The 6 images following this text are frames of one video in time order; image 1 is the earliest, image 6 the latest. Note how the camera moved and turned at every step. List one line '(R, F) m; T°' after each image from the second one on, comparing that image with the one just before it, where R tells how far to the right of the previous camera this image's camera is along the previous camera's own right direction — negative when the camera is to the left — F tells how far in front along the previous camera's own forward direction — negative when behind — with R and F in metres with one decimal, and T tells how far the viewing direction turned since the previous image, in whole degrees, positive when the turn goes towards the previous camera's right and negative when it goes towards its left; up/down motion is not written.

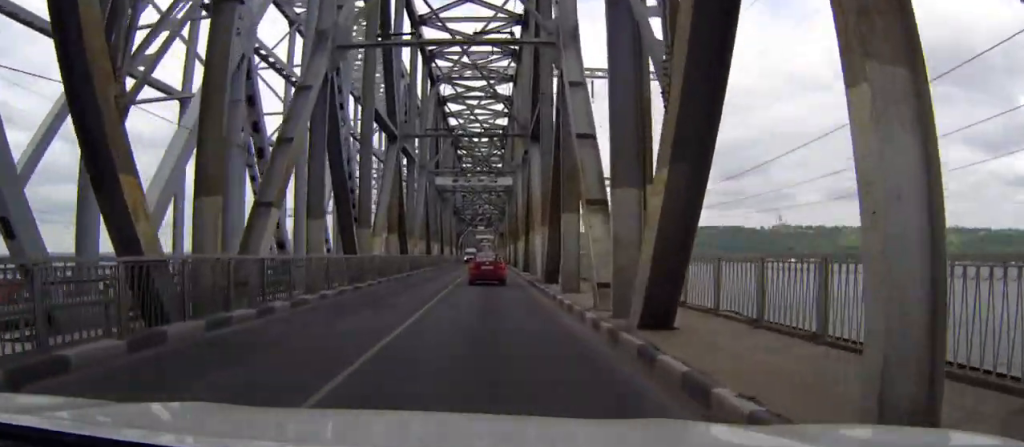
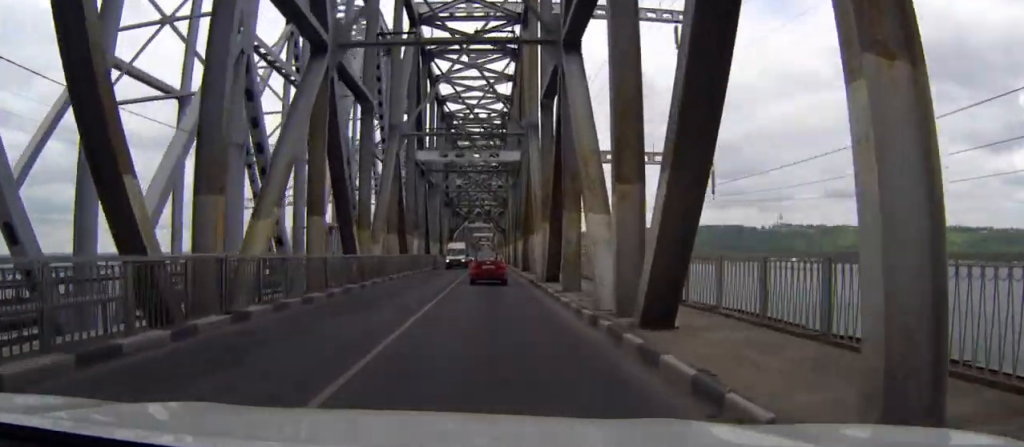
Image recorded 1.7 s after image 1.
(+0.2, +19.6) m; +1°
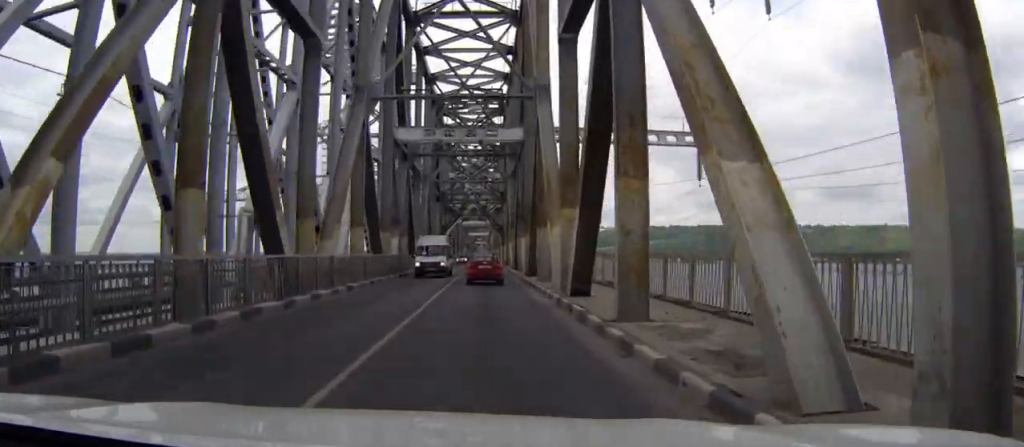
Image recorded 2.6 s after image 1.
(-0.1, +10.6) m; 0°
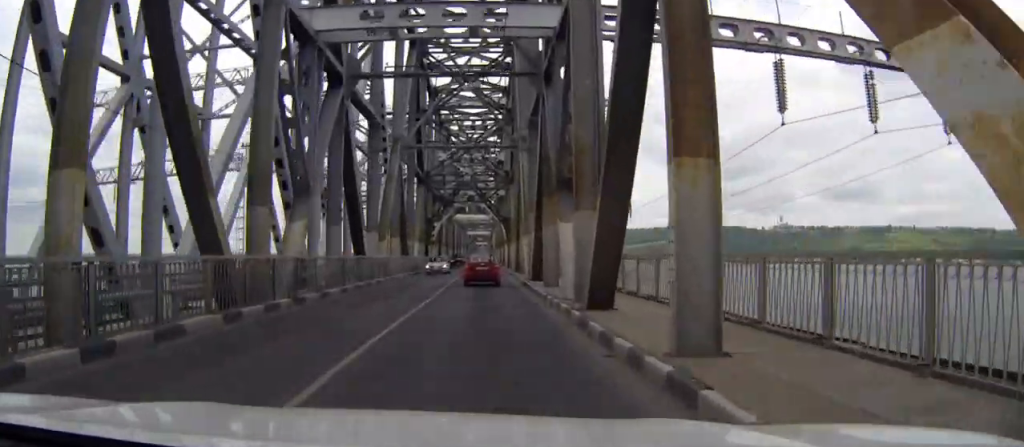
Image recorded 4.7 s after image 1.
(+0.1, +24.6) m; 0°
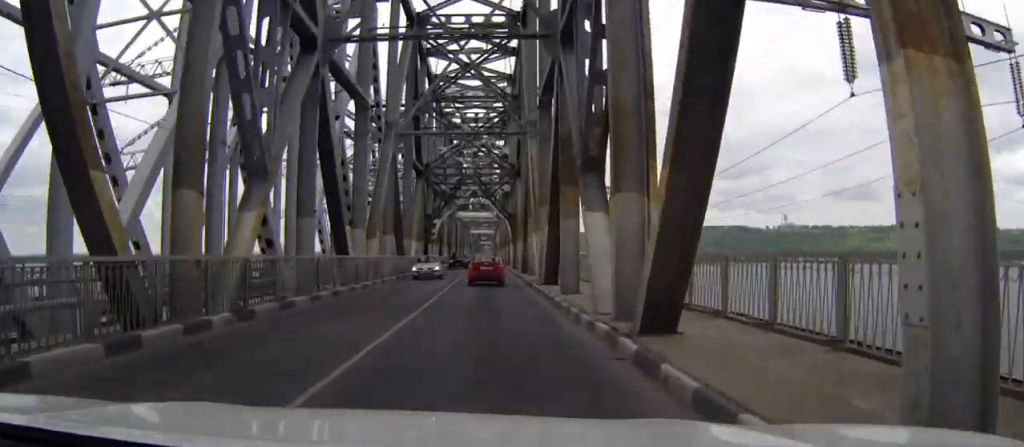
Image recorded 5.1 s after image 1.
(0.0, +5.2) m; 0°
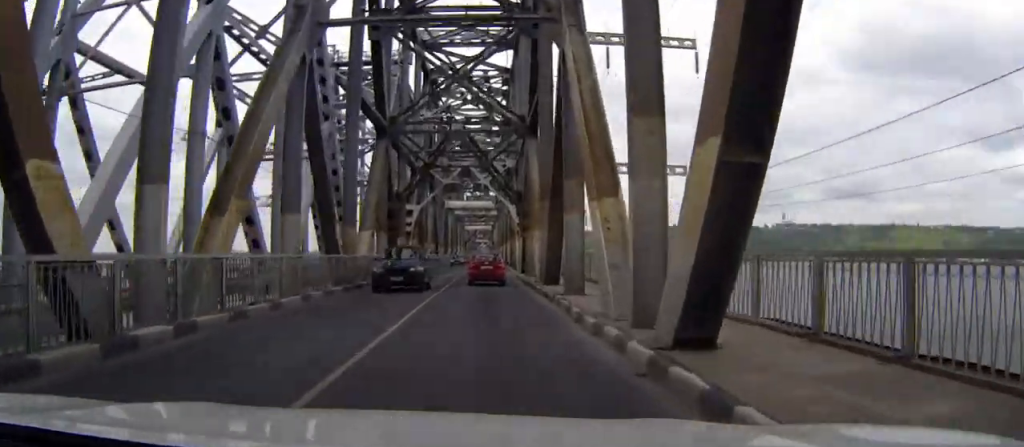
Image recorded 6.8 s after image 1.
(-0.4, +21.6) m; -2°
